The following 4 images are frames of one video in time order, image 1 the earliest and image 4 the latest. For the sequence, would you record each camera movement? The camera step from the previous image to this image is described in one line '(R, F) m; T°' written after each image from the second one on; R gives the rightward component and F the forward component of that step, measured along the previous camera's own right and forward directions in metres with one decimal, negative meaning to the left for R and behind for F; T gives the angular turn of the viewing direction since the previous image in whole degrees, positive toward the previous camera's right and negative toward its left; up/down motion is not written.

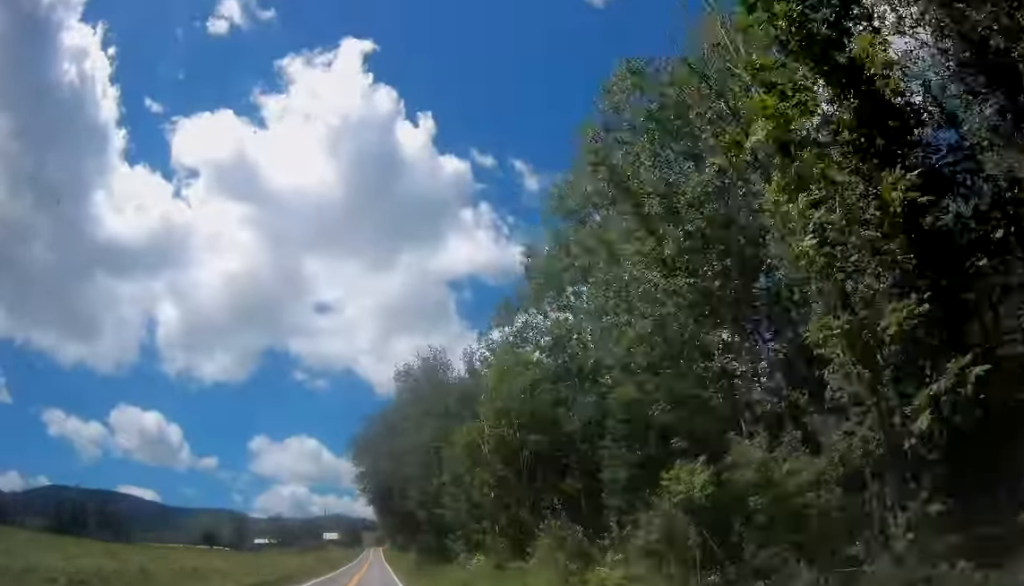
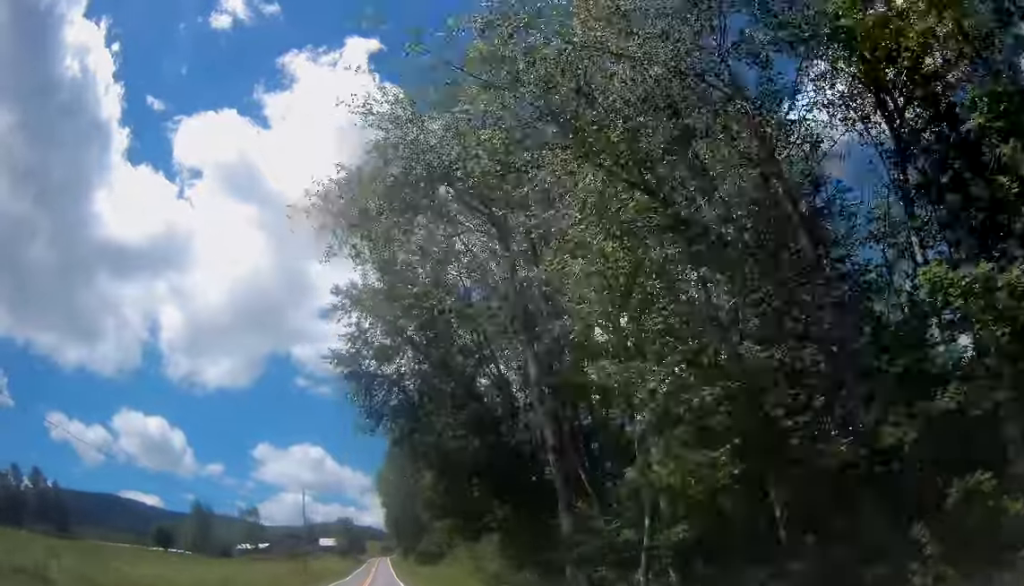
(-0.5, +39.0) m; -1°
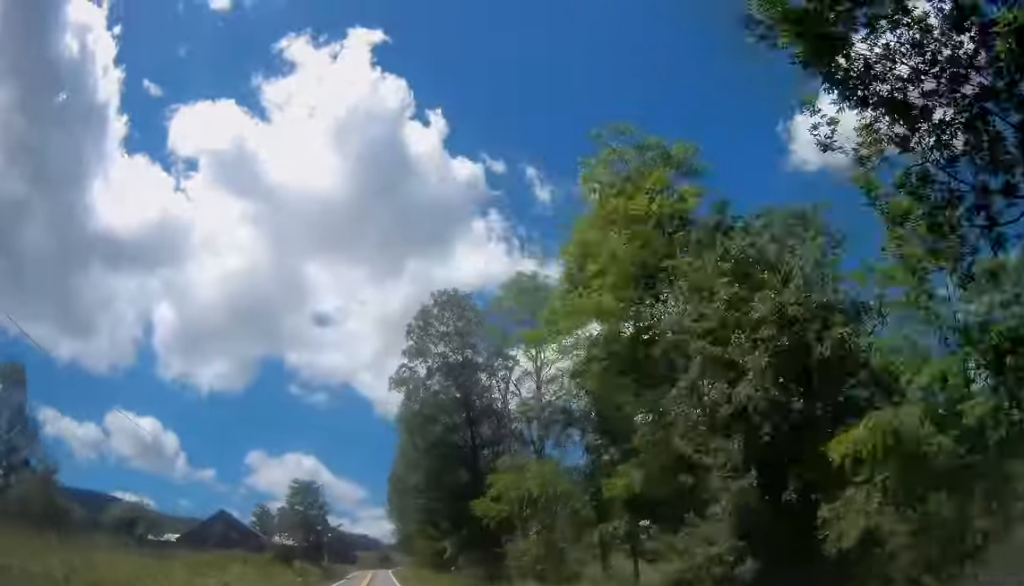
(+1.1, +81.8) m; +1°
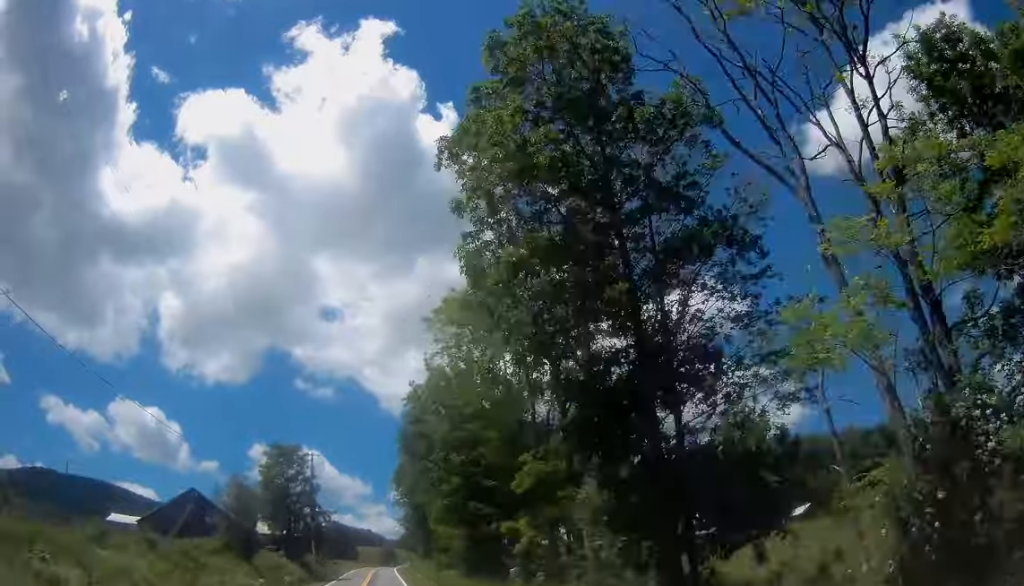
(-0.1, +19.7) m; 0°
